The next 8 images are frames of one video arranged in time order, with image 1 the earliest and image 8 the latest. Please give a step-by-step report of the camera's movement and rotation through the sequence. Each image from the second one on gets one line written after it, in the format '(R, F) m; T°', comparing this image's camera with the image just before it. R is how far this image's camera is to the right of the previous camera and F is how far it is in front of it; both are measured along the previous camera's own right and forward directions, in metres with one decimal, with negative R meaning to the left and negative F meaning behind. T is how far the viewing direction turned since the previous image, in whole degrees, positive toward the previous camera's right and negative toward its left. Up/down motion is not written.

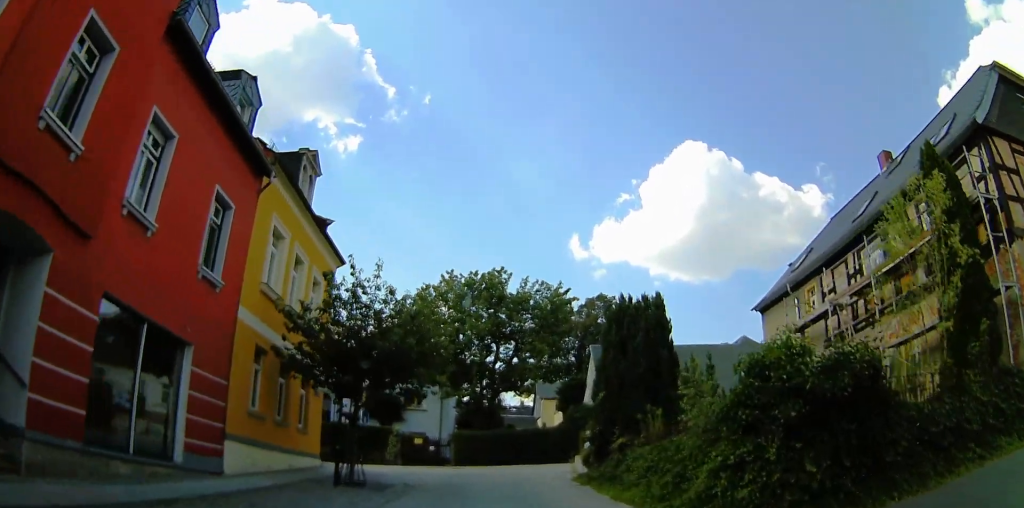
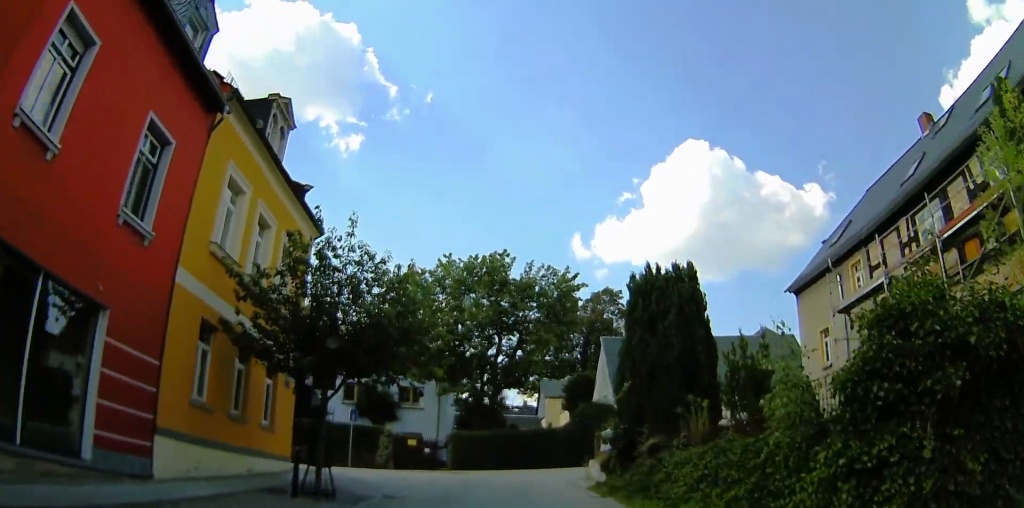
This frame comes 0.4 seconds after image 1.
(-0.2, +1.7) m; -10°
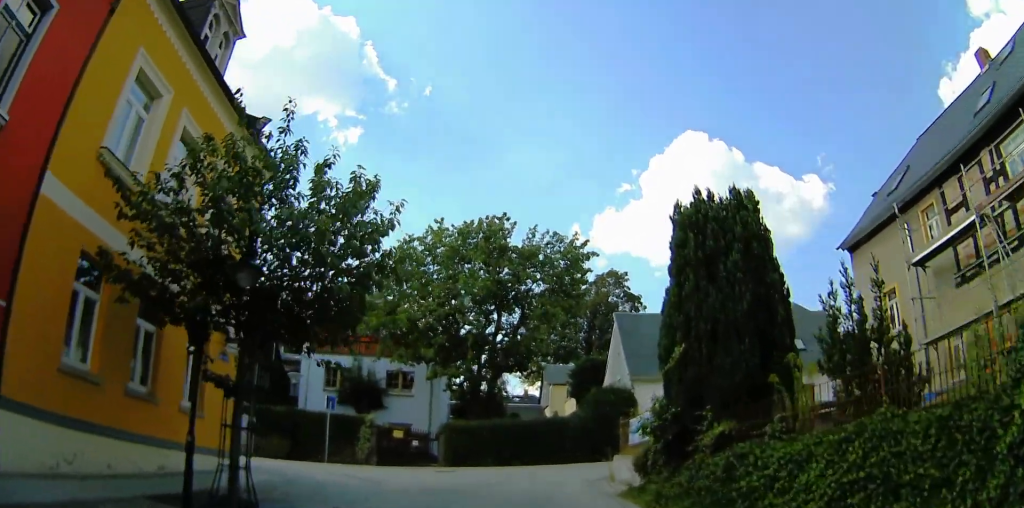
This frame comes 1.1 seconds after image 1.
(-0.3, +2.3) m; -5°
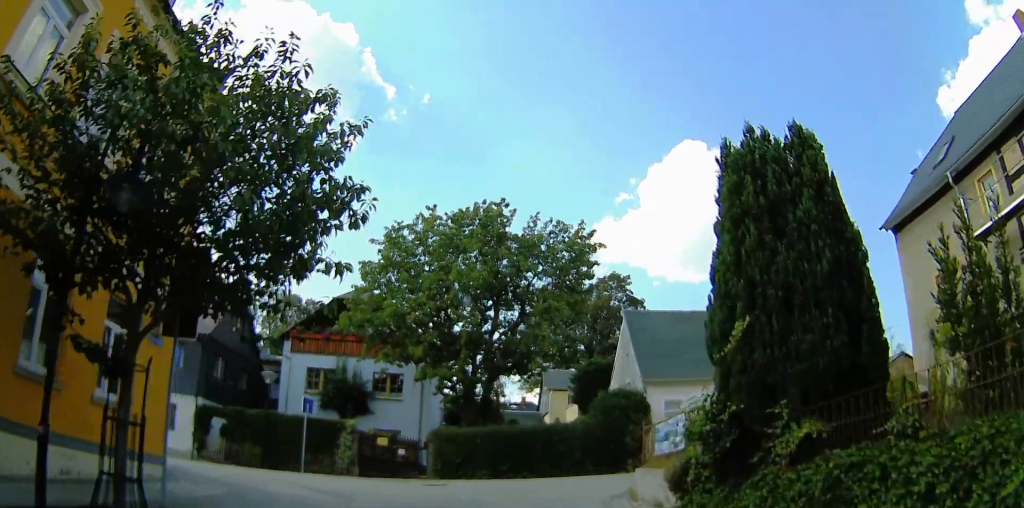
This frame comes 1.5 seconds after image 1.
(0.0, +1.5) m; -2°
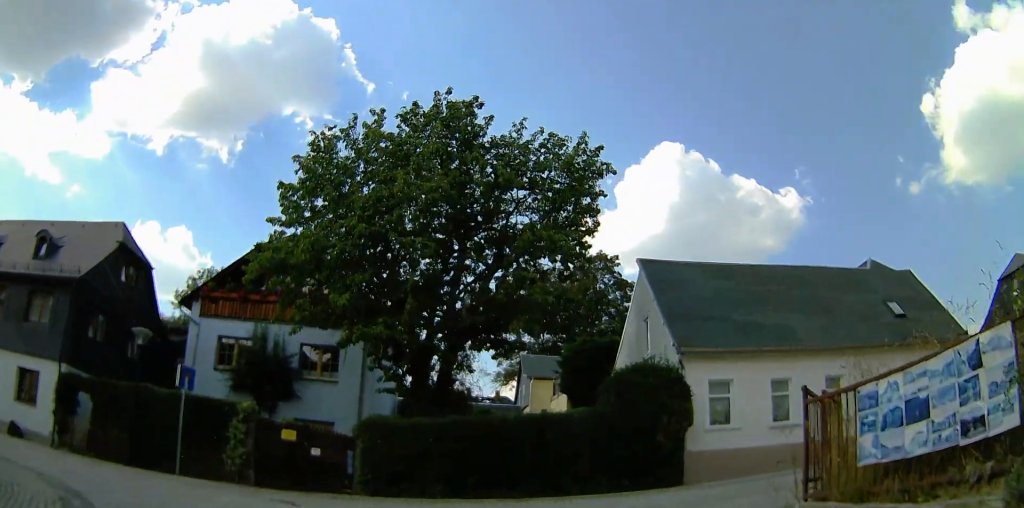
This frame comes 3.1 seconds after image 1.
(0.0, +3.9) m; 0°
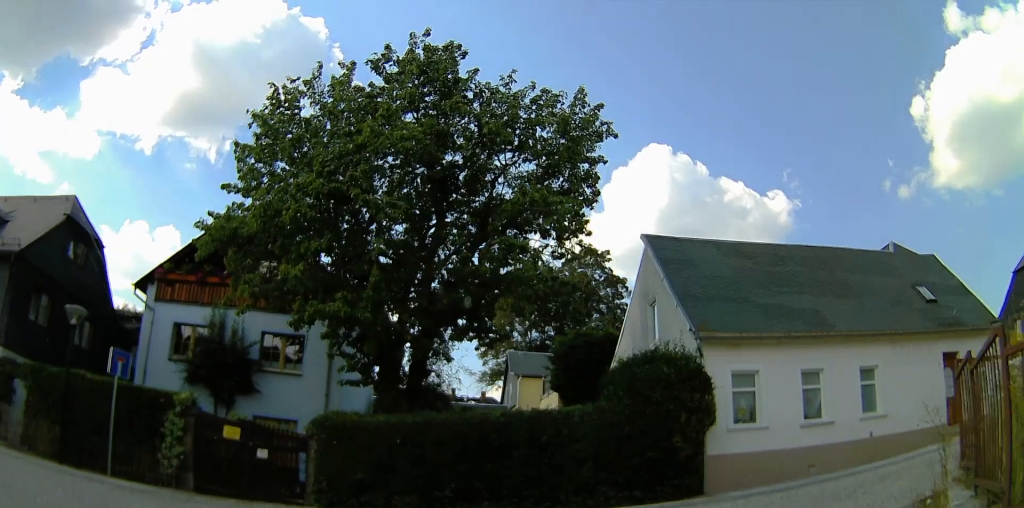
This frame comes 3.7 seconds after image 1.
(0.0, +1.4) m; 0°
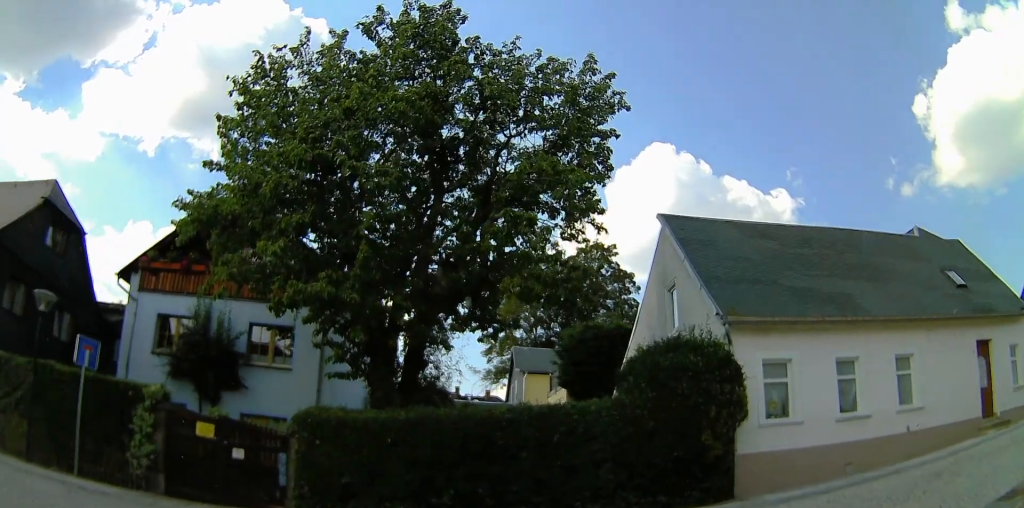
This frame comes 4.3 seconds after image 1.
(0.0, +1.1) m; 0°
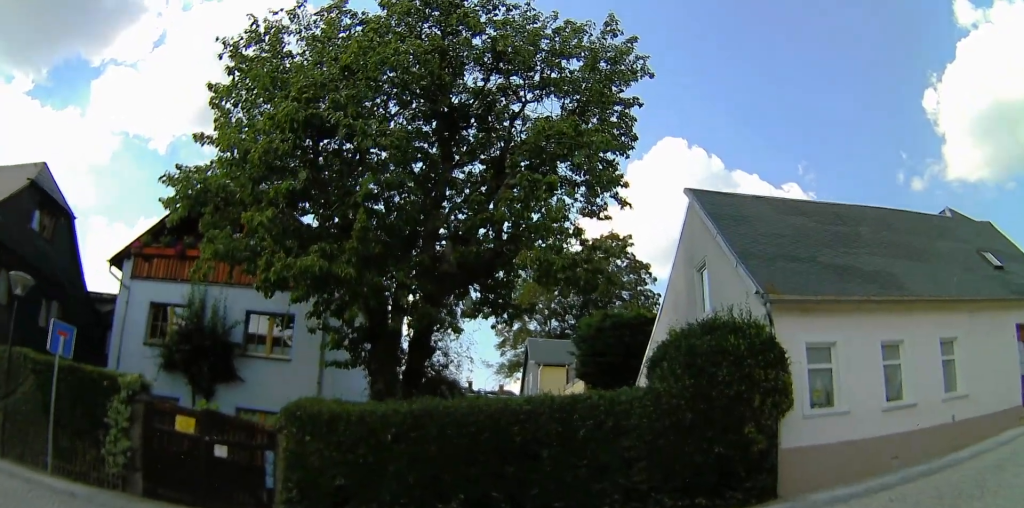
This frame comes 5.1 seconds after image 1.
(0.0, +1.6) m; 0°
